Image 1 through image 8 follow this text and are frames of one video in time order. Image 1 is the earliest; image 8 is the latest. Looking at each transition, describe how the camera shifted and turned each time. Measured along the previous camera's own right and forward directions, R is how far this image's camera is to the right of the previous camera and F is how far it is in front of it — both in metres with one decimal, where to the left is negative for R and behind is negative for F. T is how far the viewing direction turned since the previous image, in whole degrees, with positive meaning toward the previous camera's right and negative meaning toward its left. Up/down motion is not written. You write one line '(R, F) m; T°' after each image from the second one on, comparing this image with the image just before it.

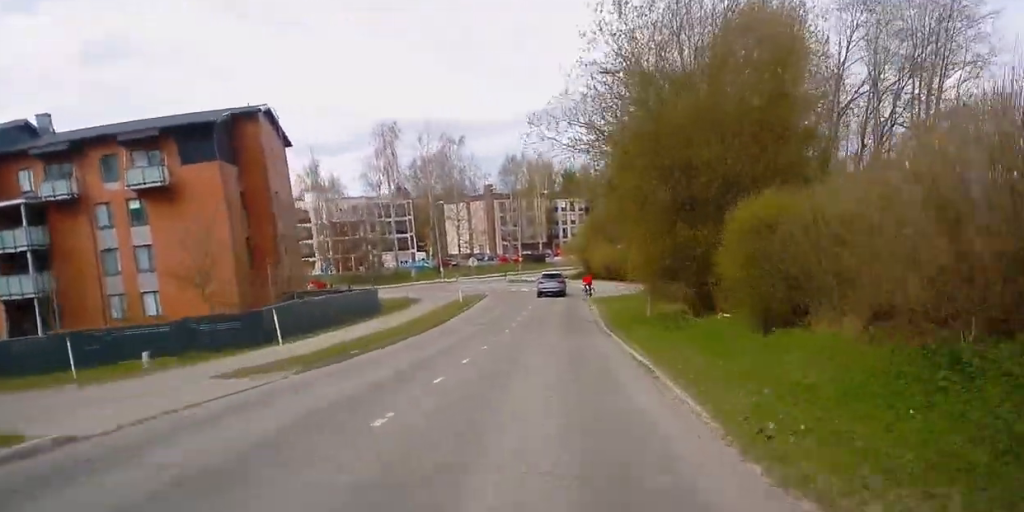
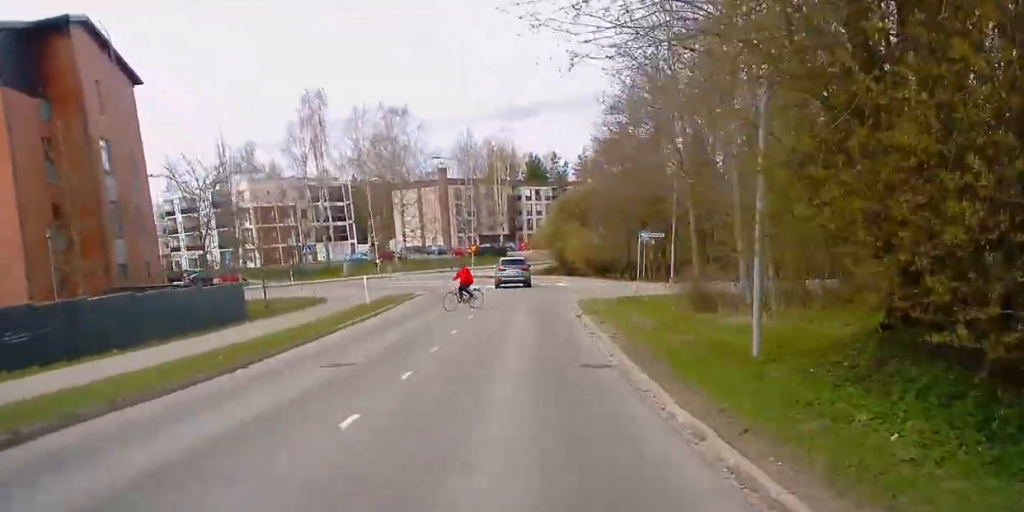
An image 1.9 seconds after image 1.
(0.0, +20.6) m; 0°
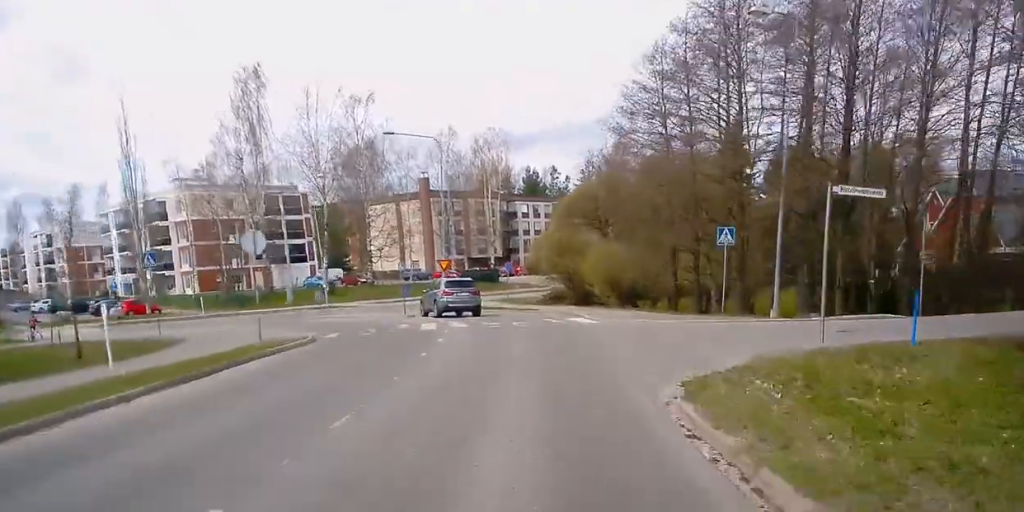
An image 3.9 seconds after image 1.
(0.0, +20.8) m; 0°
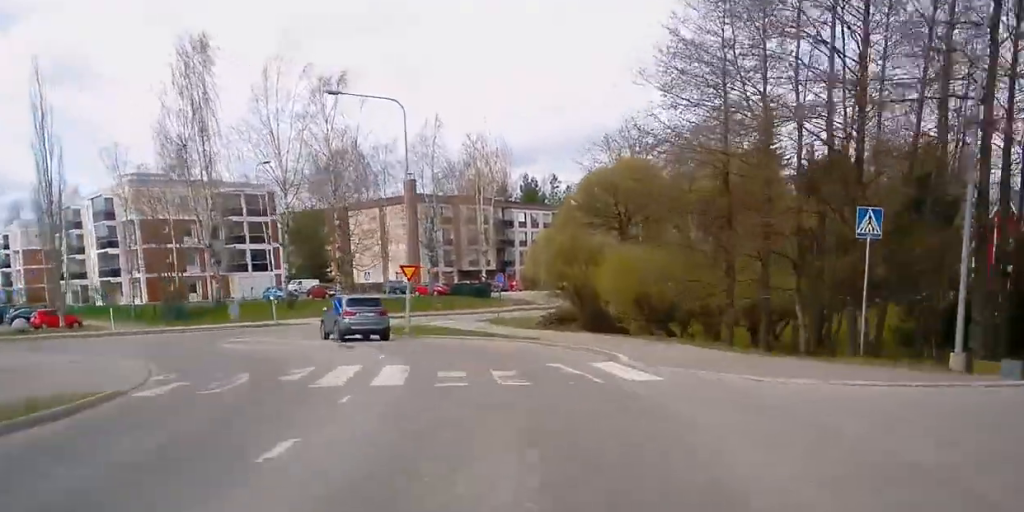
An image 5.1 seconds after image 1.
(+0.1, +12.0) m; -1°
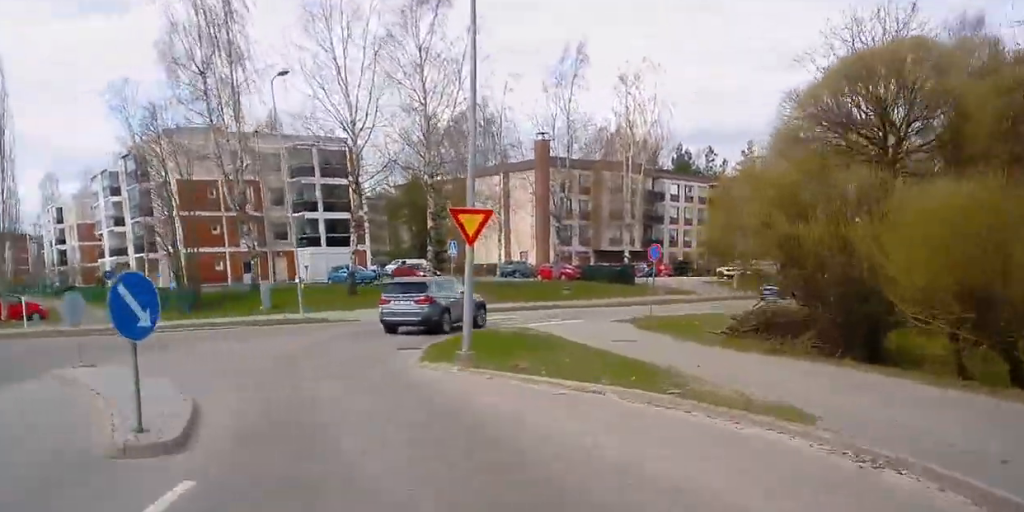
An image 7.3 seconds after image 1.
(-0.4, +17.0) m; -5°
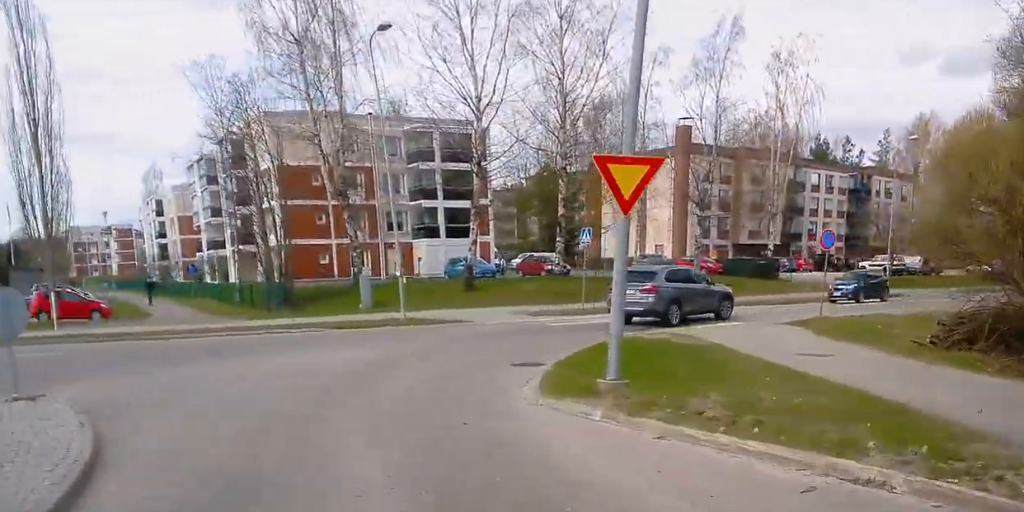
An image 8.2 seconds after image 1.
(-0.3, +4.8) m; -4°
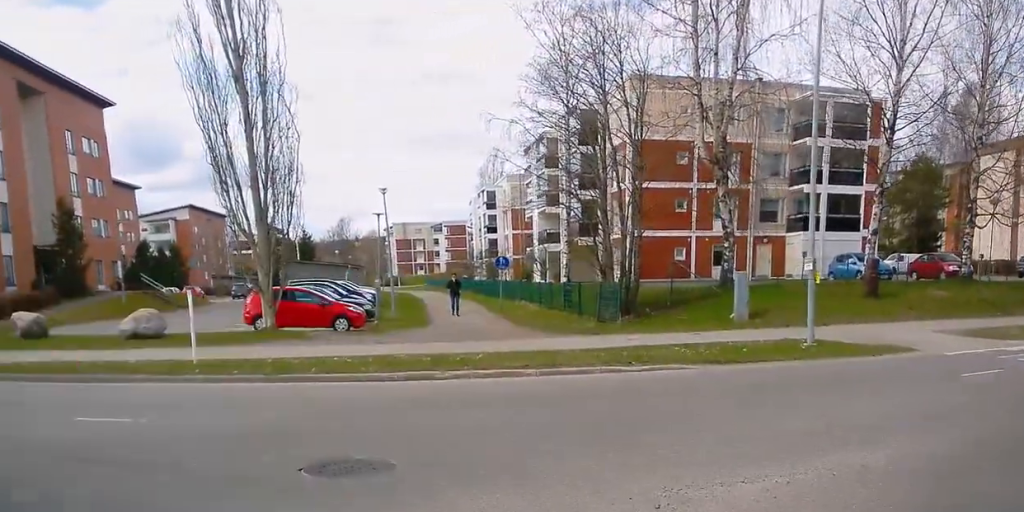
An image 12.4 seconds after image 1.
(-4.3, +15.0) m; -60°
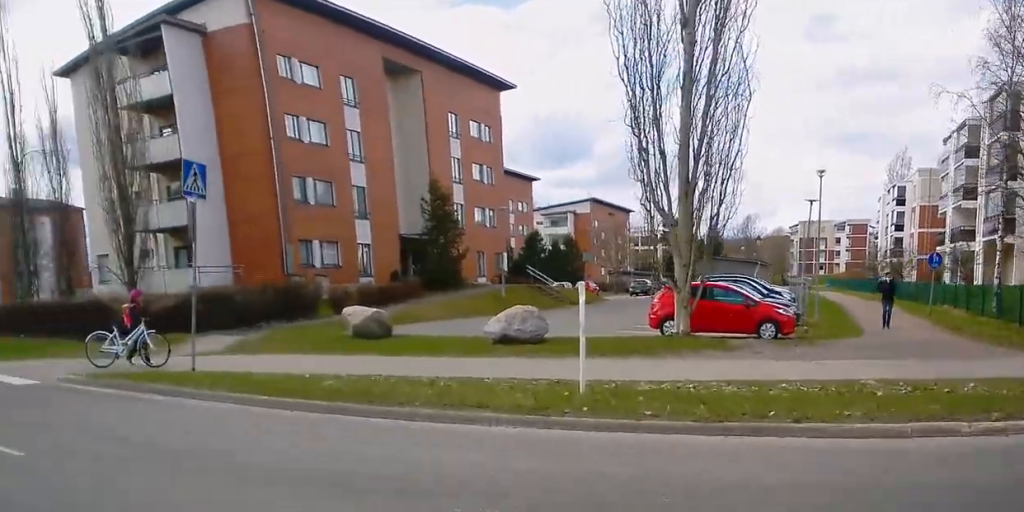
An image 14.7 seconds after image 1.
(-3.4, +7.1) m; -33°
